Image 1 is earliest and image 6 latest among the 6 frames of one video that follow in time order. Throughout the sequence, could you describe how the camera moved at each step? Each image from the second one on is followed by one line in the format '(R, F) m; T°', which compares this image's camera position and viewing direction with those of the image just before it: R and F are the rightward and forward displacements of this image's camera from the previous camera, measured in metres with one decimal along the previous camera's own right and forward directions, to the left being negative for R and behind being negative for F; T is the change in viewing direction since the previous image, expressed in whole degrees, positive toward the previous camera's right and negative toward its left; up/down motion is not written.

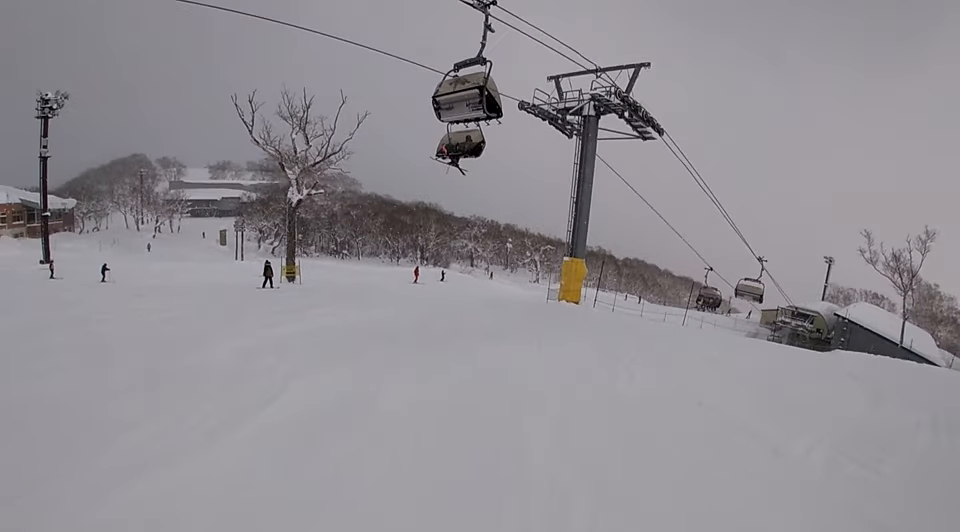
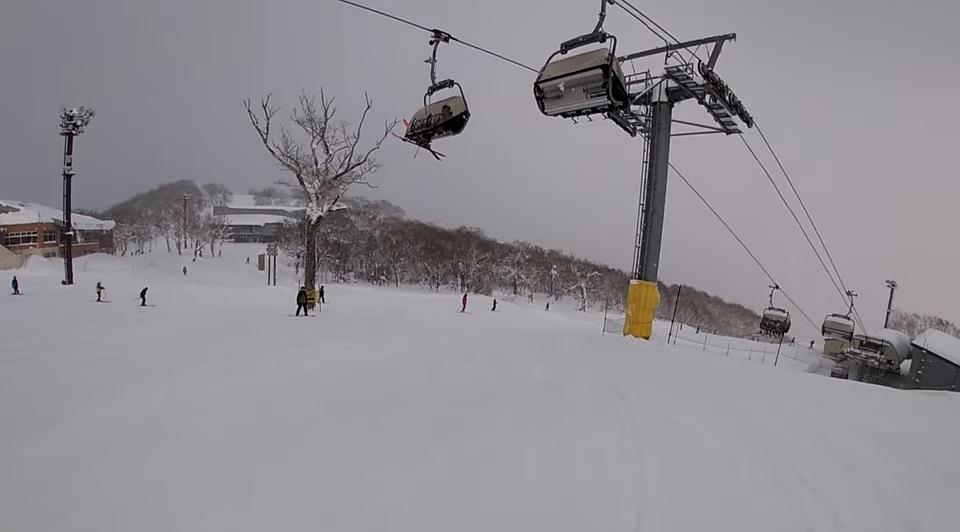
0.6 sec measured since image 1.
(-0.2, +4.3) m; -4°
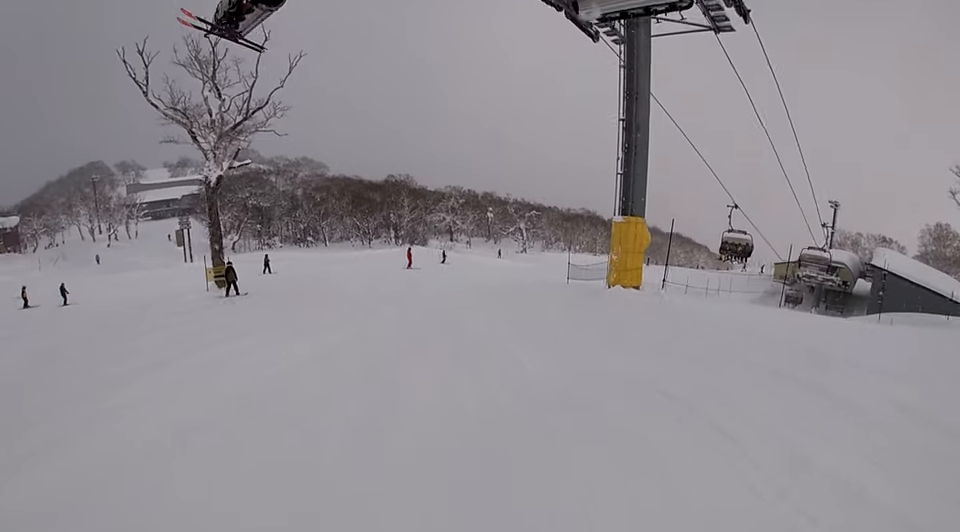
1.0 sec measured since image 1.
(-0.4, +3.6) m; +3°
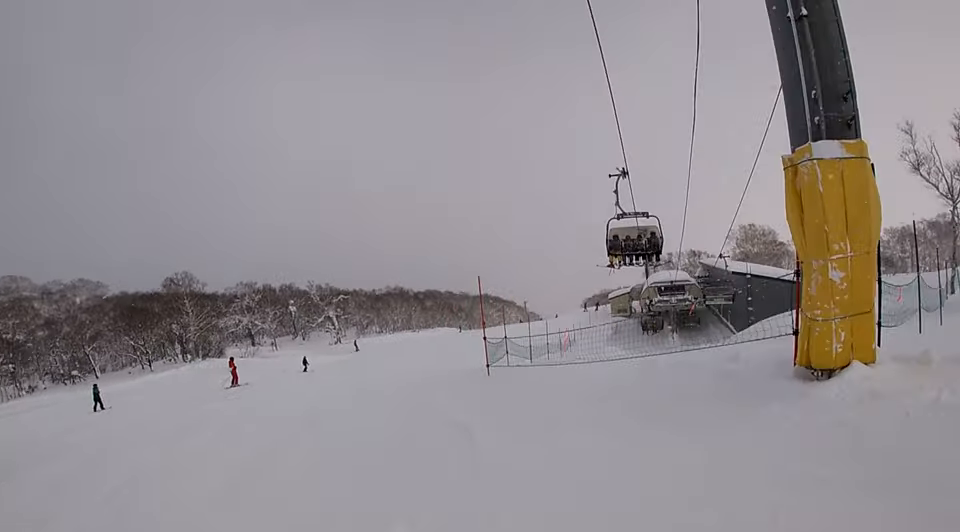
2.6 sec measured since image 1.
(+1.7, +10.7) m; +13°
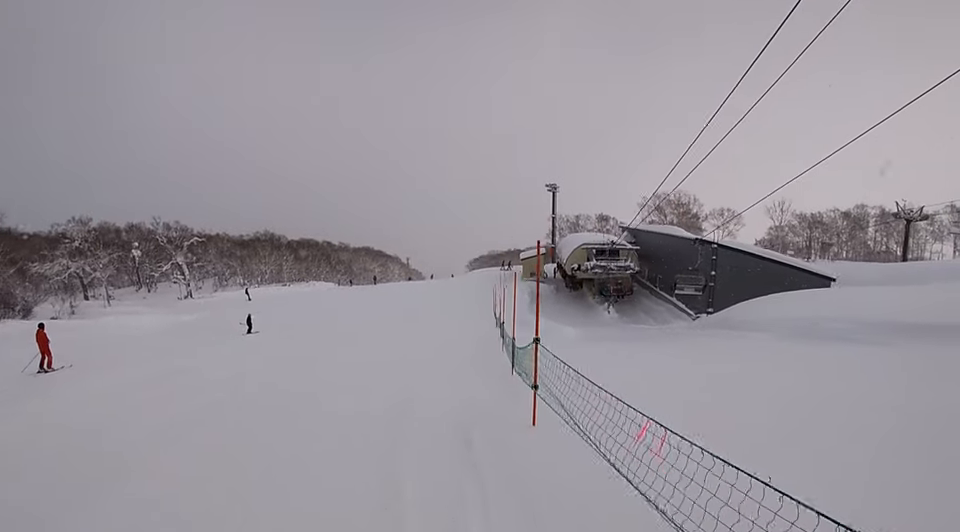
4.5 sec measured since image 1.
(+0.7, +13.3) m; +19°
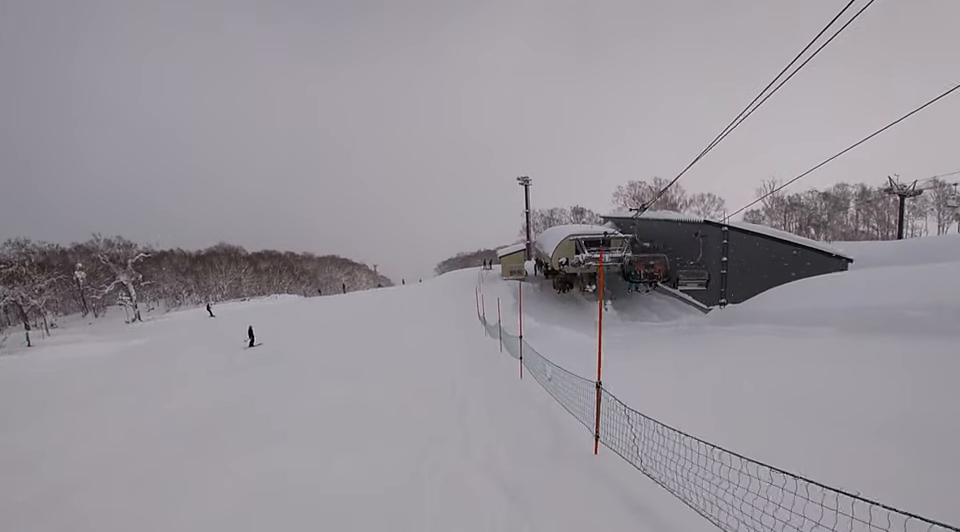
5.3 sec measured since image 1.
(+1.2, +6.3) m; +10°
